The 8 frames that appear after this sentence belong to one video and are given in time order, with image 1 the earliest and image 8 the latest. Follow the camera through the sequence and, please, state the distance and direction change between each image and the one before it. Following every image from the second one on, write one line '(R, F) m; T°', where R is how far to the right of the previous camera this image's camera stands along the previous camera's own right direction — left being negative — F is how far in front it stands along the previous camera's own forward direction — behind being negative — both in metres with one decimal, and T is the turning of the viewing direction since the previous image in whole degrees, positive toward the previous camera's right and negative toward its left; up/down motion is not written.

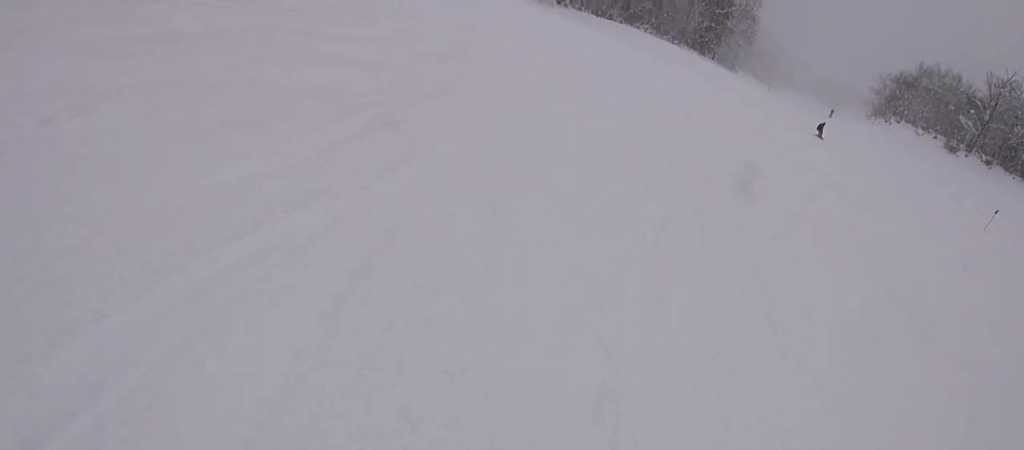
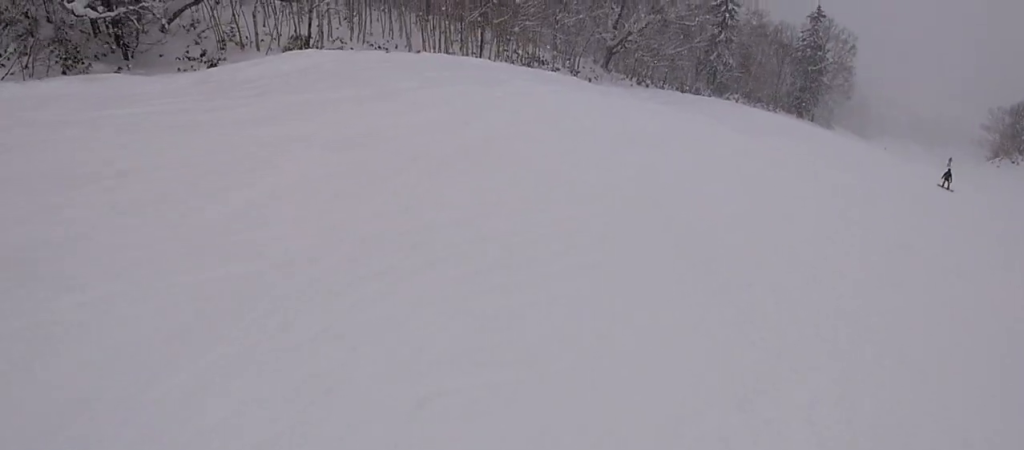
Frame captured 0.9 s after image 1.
(-1.3, +6.3) m; -11°
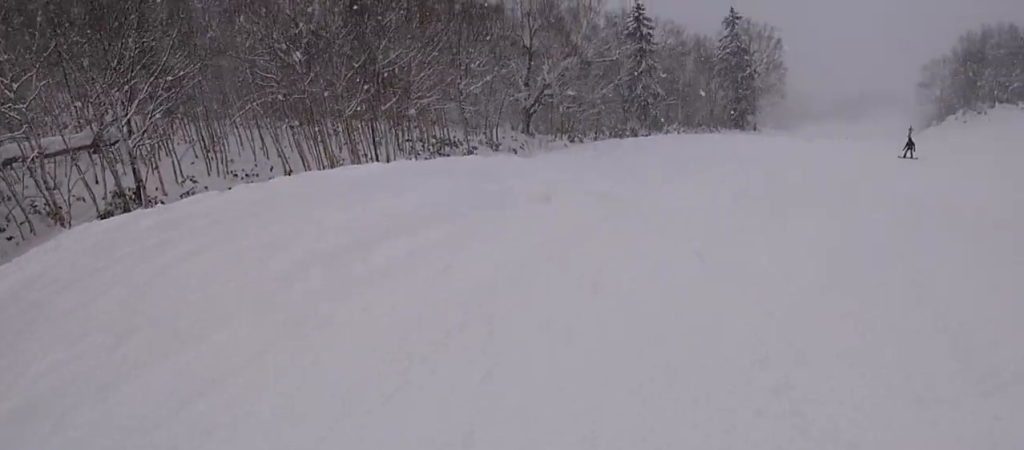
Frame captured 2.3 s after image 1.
(+0.1, +10.5) m; +12°
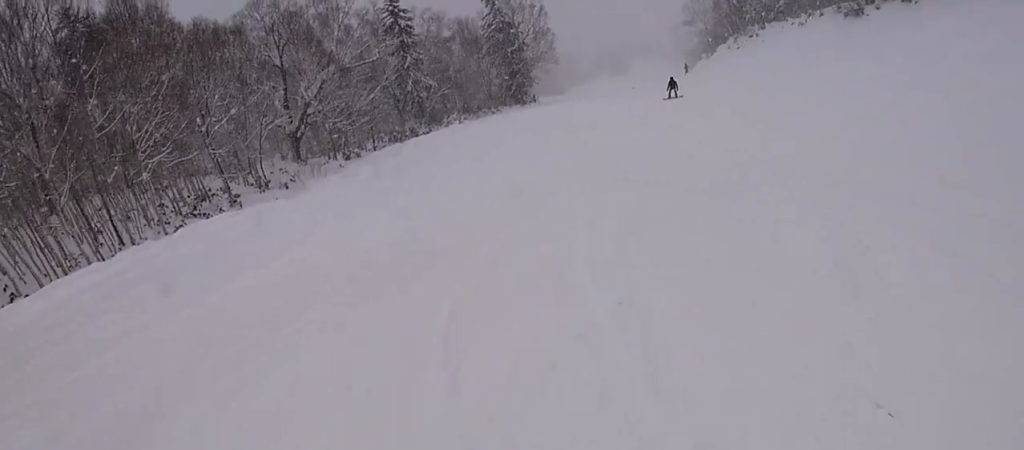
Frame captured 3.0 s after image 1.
(+0.5, +4.8) m; +16°
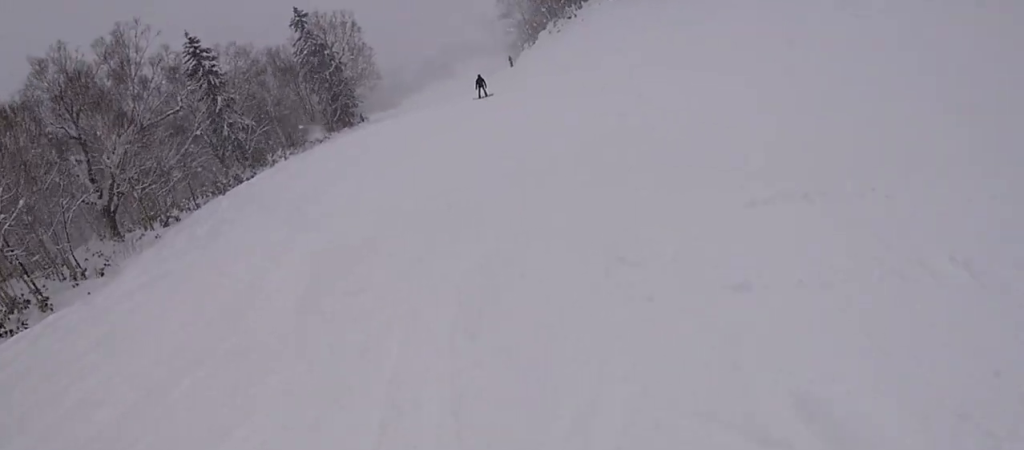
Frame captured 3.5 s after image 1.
(+0.4, +3.2) m; +7°
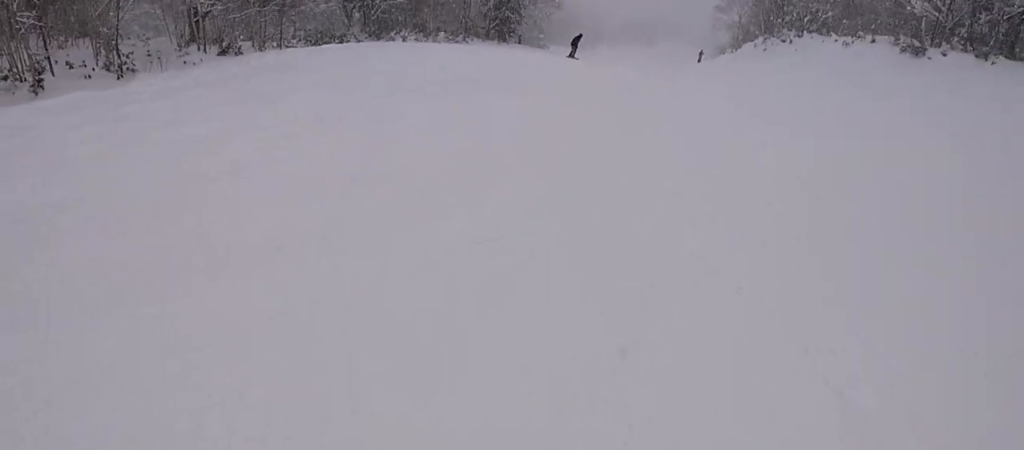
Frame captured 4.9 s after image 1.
(+1.6, +10.4) m; +9°
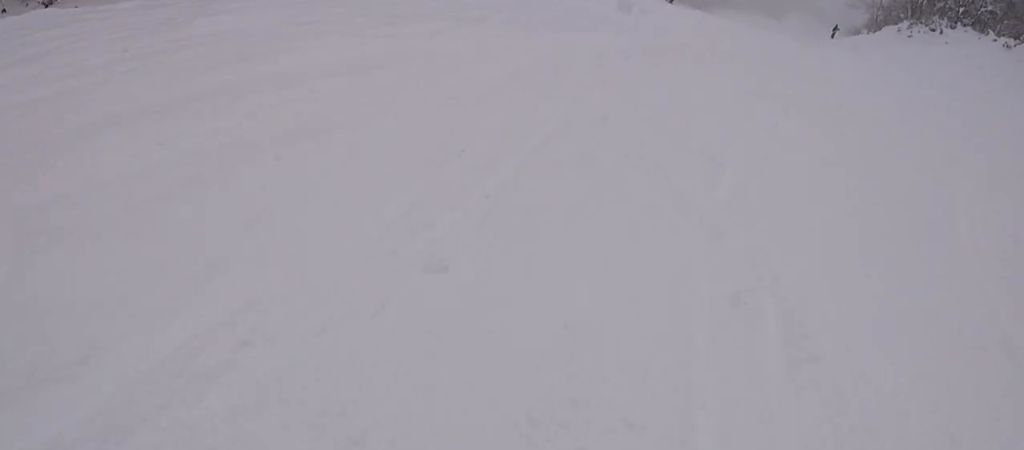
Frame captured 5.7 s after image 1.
(0.0, +5.7) m; -7°
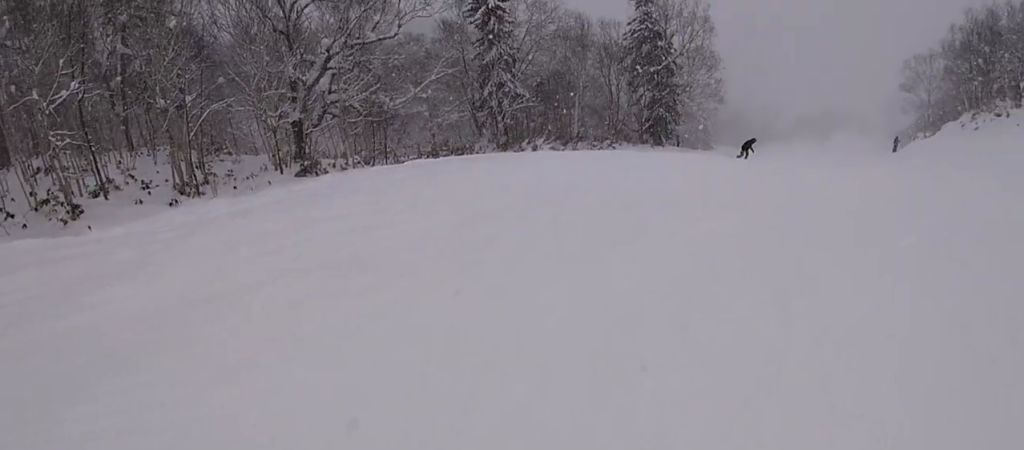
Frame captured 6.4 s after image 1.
(-0.1, +4.4) m; -5°
